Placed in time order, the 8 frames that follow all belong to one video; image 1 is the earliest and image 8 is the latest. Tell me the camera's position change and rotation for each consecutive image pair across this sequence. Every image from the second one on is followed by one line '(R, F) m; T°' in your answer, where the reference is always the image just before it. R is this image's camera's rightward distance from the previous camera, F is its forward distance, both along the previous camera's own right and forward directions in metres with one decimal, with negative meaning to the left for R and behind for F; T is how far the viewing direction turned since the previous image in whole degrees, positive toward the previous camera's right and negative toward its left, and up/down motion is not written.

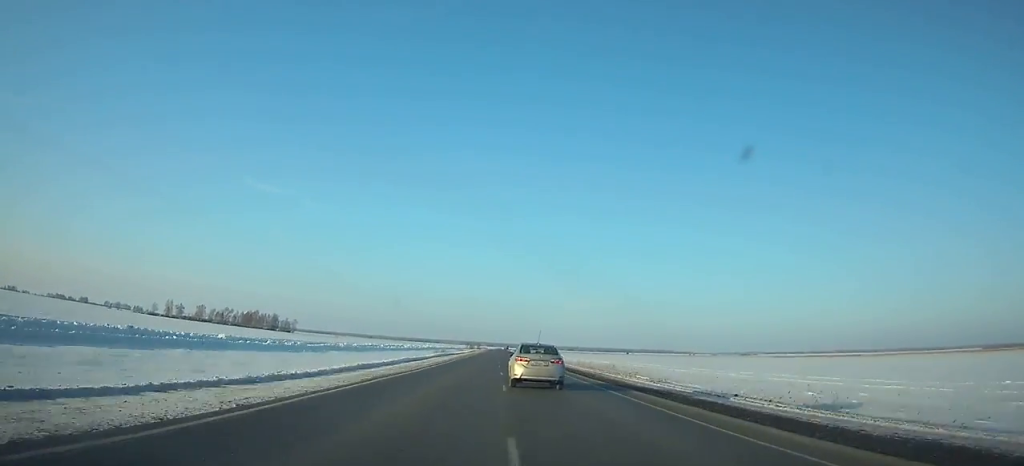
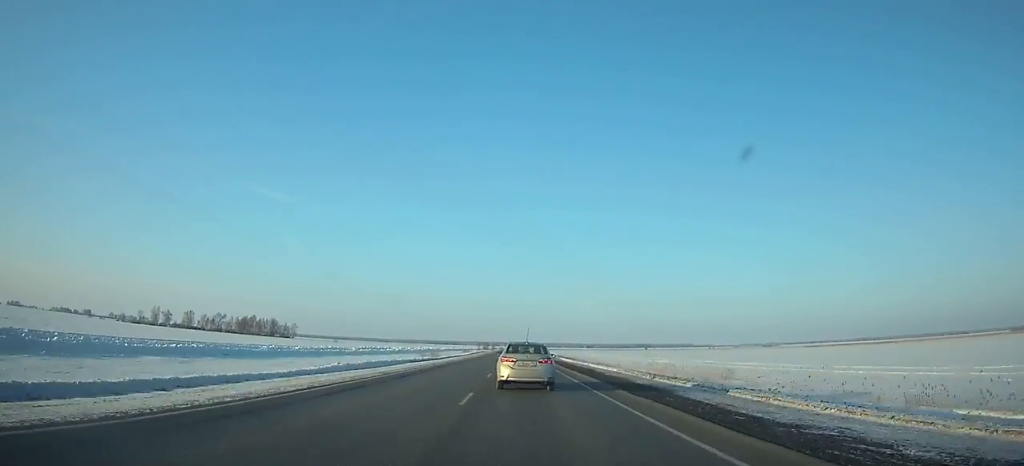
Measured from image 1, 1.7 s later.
(+0.3, +50.6) m; 0°
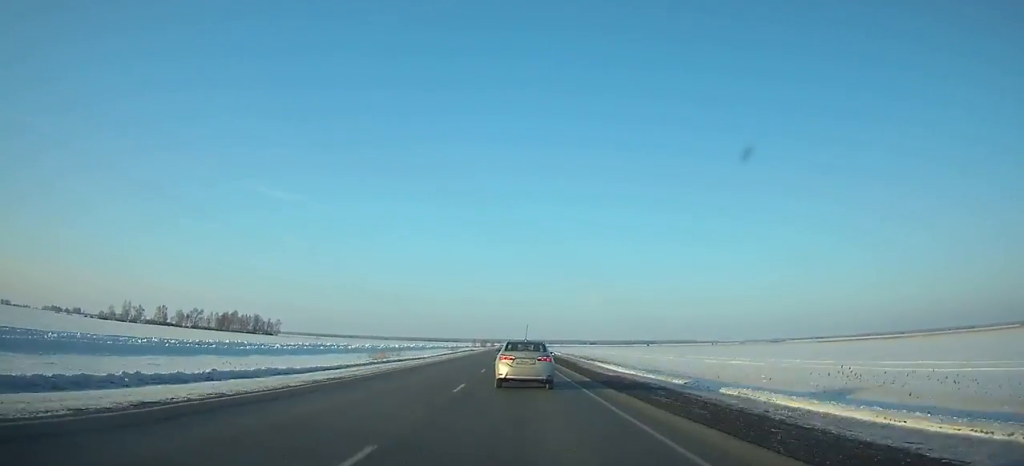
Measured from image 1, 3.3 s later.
(-0.4, +46.3) m; 0°
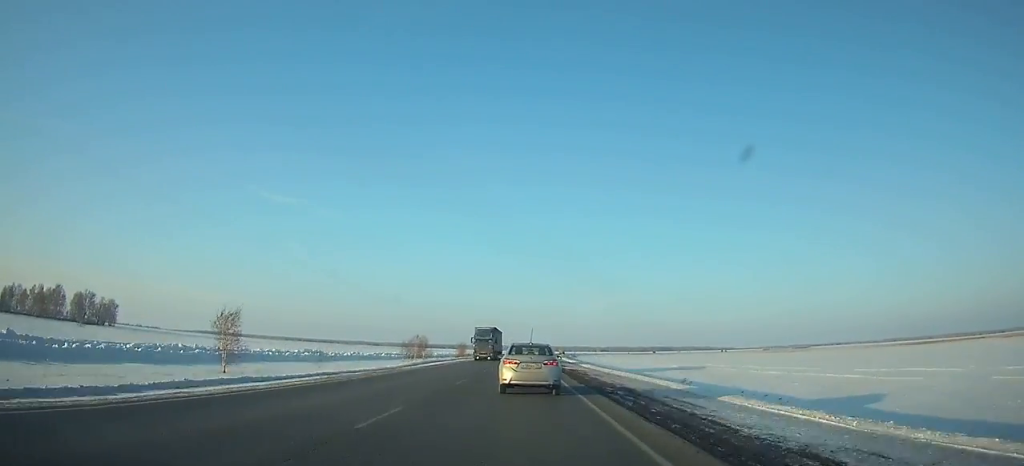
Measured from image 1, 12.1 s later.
(-1.9, +243.8) m; 0°
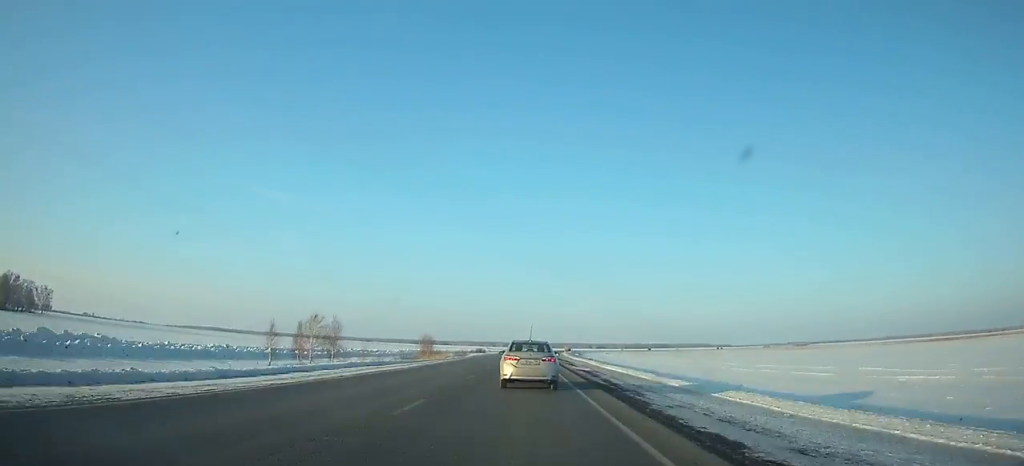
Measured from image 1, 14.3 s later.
(+0.2, +58.0) m; +1°
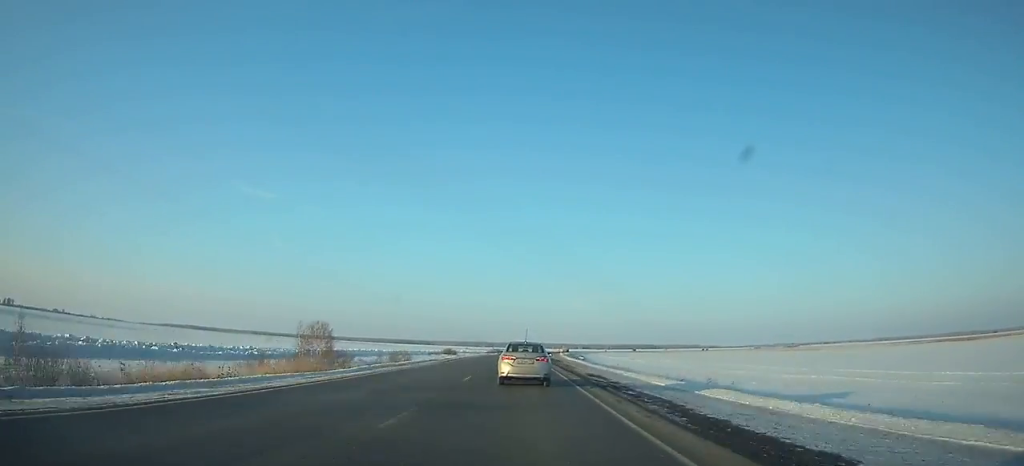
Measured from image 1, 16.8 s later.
(+0.5, +64.7) m; +1°
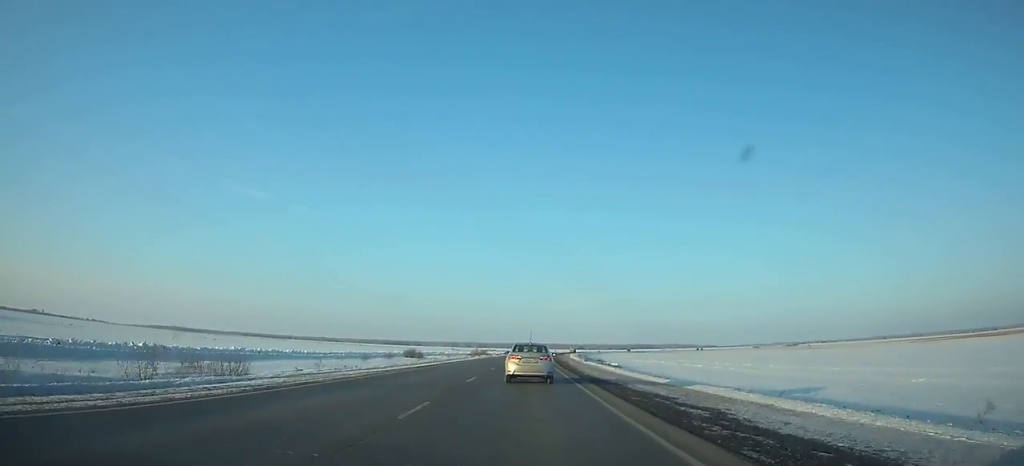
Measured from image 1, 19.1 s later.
(+0.7, +58.5) m; +1°
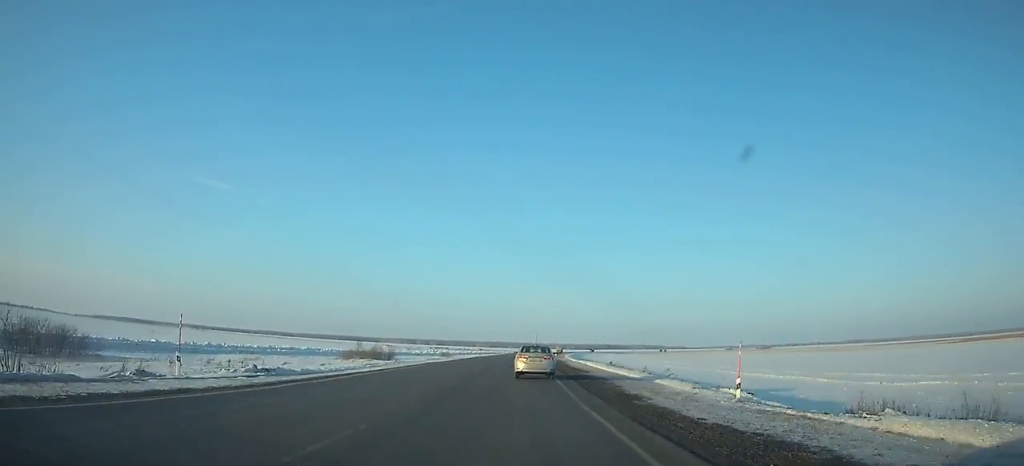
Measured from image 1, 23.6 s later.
(+3.3, +113.3) m; +3°
